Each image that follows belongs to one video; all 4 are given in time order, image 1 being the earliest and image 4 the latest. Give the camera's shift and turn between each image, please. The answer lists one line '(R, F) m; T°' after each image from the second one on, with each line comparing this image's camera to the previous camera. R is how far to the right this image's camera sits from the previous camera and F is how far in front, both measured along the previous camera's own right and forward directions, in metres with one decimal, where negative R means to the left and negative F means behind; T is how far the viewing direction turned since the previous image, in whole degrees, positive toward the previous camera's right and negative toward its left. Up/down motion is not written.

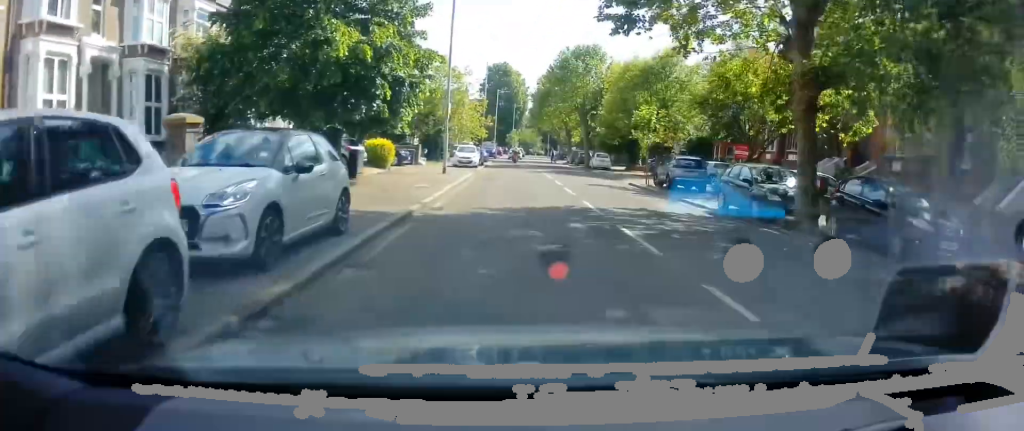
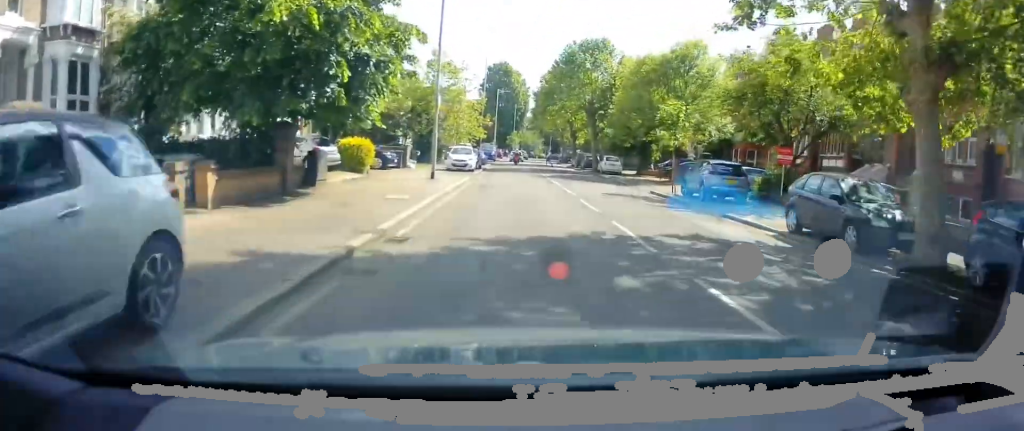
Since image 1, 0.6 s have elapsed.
(+0.1, +4.5) m; +1°
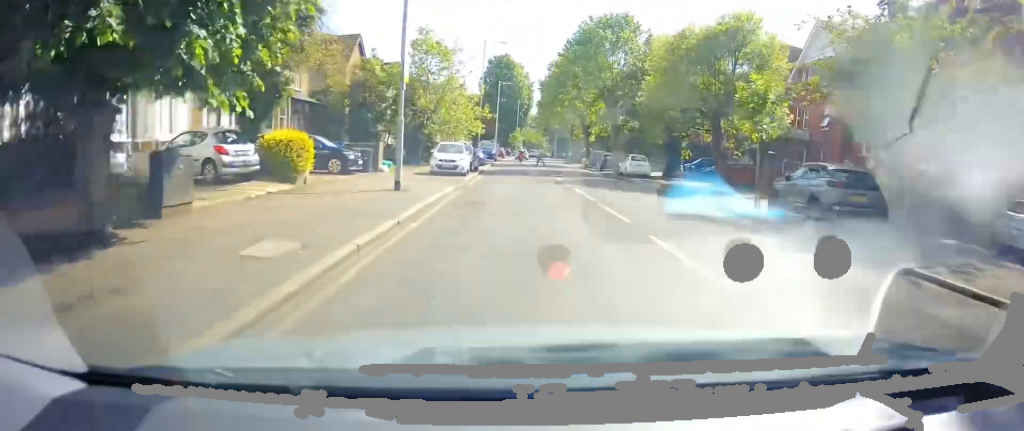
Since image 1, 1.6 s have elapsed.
(+0.1, +8.1) m; -1°
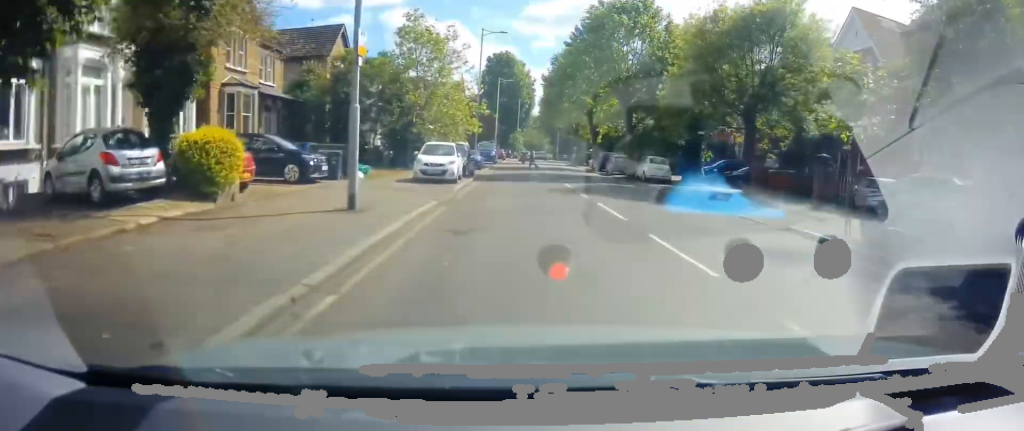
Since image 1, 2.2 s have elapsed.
(0.0, +4.9) m; -2°
